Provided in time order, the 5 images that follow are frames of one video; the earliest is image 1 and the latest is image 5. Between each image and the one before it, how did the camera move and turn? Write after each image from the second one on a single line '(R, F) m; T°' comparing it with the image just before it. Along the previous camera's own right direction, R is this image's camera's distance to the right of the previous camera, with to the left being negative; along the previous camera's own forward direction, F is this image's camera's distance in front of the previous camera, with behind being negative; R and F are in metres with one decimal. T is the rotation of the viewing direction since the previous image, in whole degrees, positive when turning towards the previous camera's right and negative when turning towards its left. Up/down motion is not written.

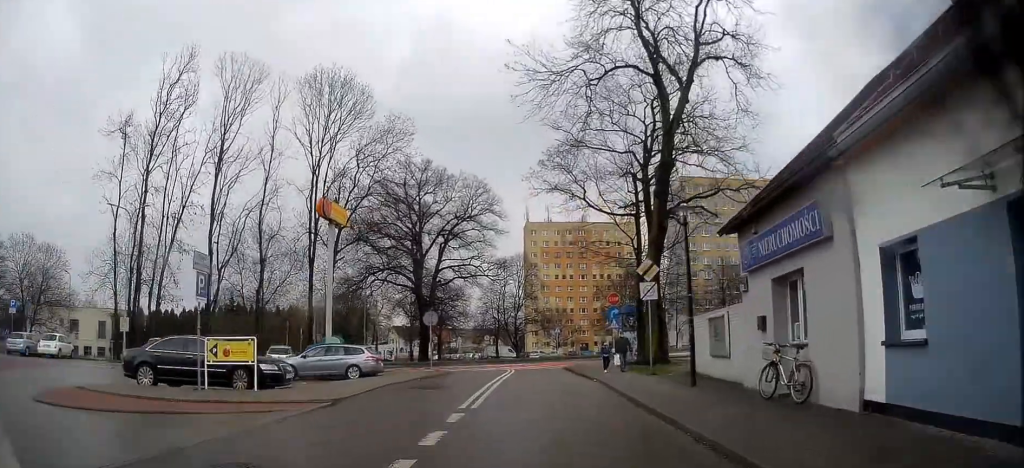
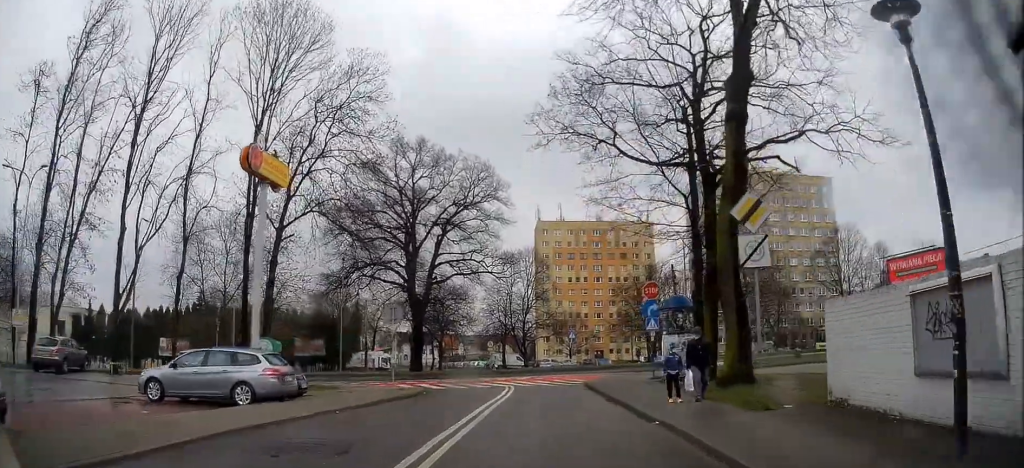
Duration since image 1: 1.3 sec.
(+0.5, +9.5) m; +5°
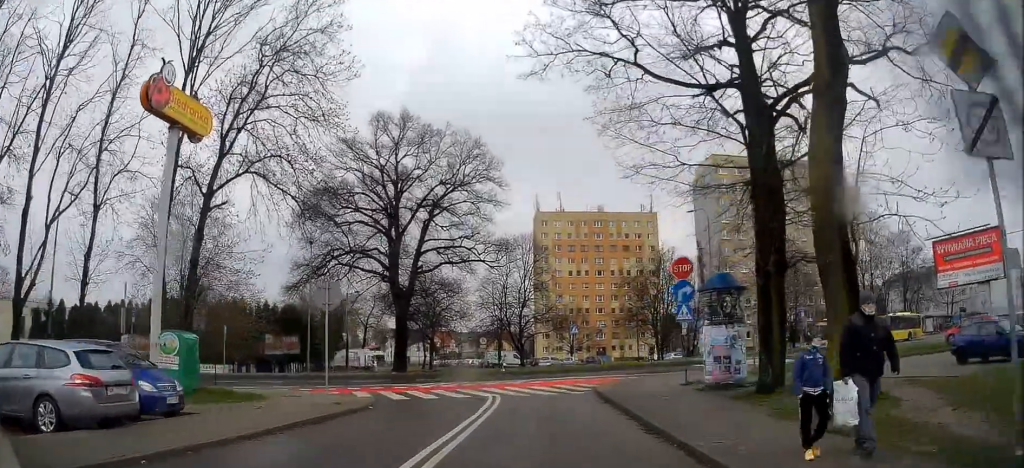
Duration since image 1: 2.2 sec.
(+0.1, +6.8) m; +1°
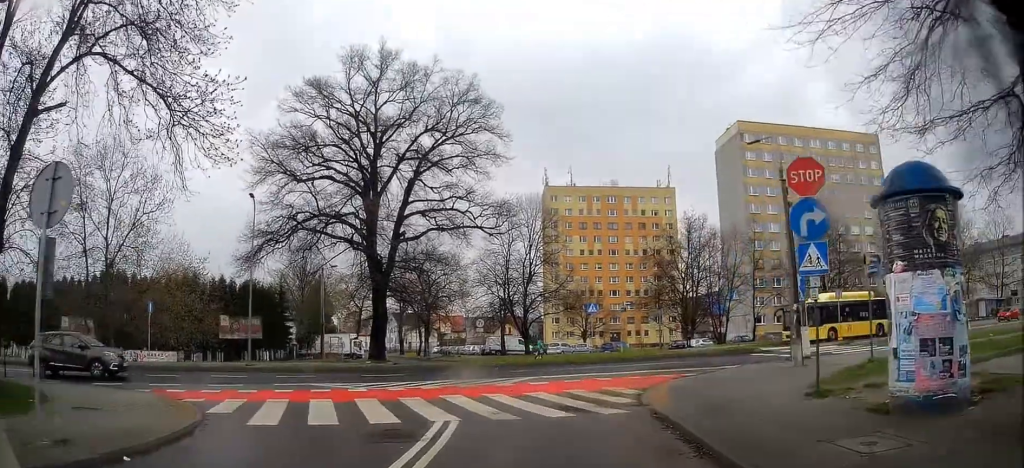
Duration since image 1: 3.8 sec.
(+0.3, +11.1) m; +2°
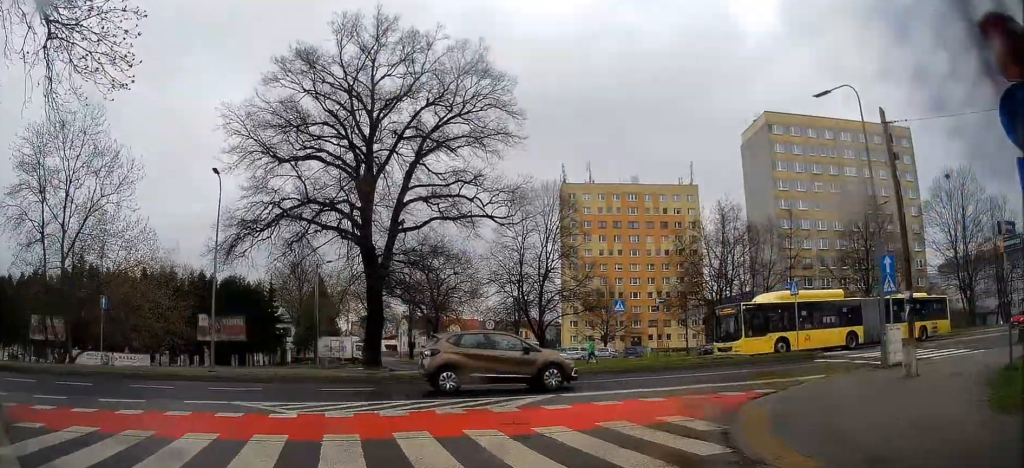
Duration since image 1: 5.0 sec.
(-0.2, +7.0) m; -4°
